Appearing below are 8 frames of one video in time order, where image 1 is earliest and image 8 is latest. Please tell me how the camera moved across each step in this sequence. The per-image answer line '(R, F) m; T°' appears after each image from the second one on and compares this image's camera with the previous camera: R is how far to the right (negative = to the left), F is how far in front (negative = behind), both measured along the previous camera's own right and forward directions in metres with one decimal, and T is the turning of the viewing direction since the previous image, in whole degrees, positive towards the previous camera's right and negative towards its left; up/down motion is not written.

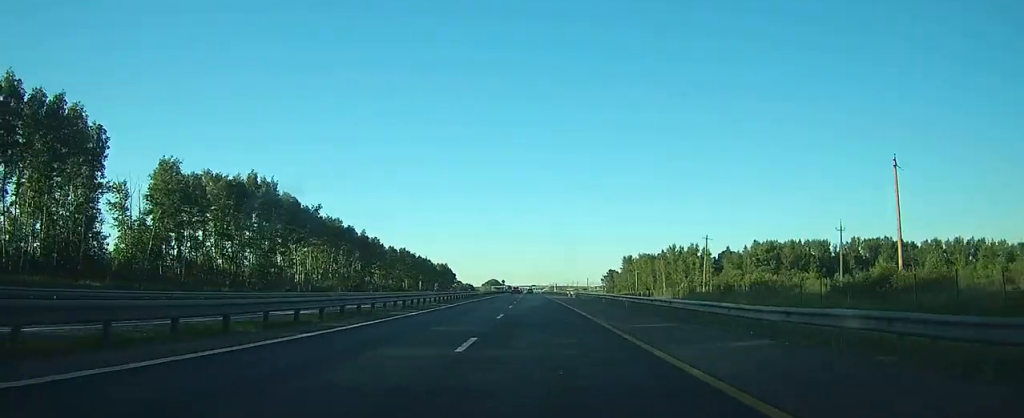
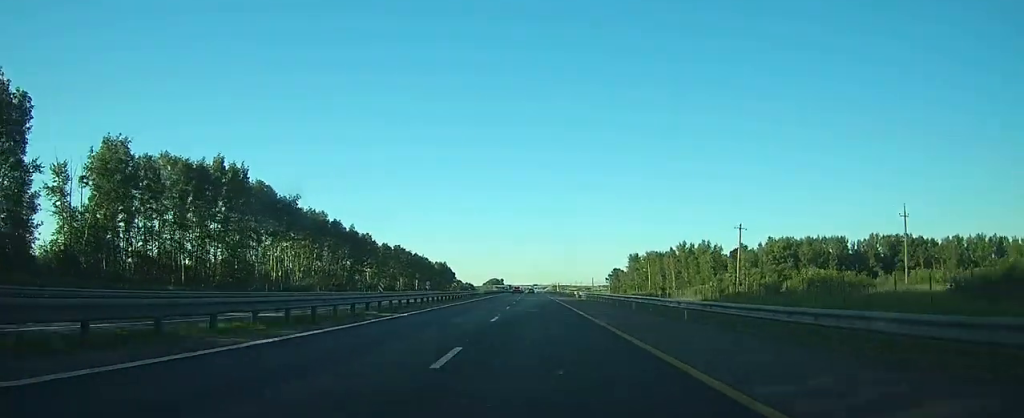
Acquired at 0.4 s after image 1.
(0.0, +14.5) m; 0°
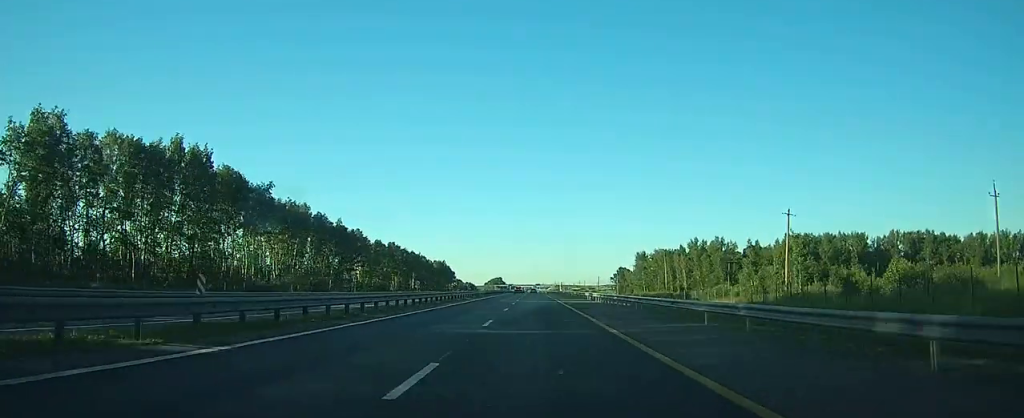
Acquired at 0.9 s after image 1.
(0.0, +14.5) m; 0°
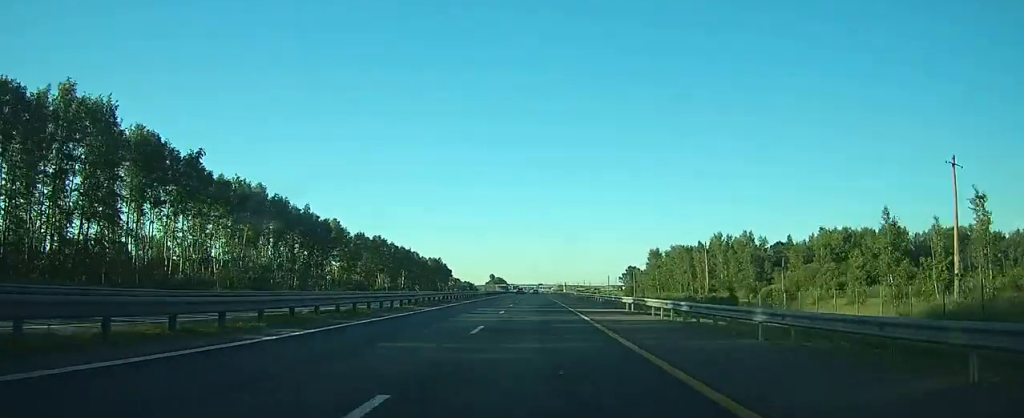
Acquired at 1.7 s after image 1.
(-0.2, +26.7) m; 0°
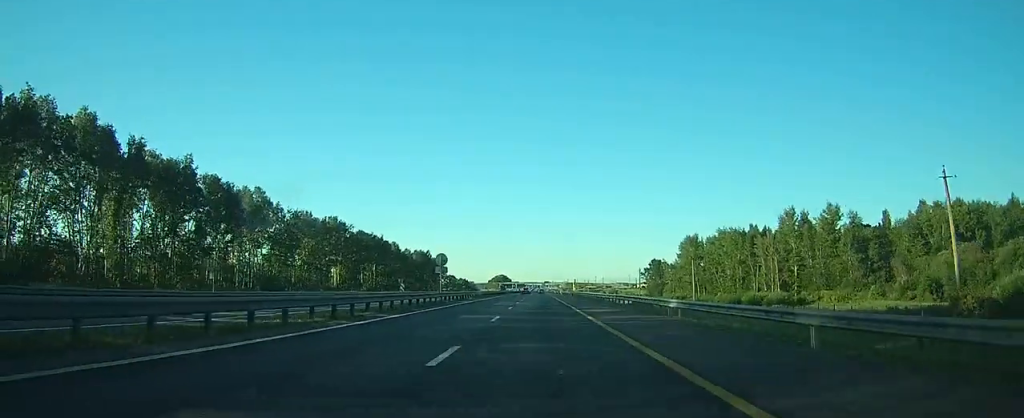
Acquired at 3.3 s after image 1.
(-0.2, +54.7) m; 0°
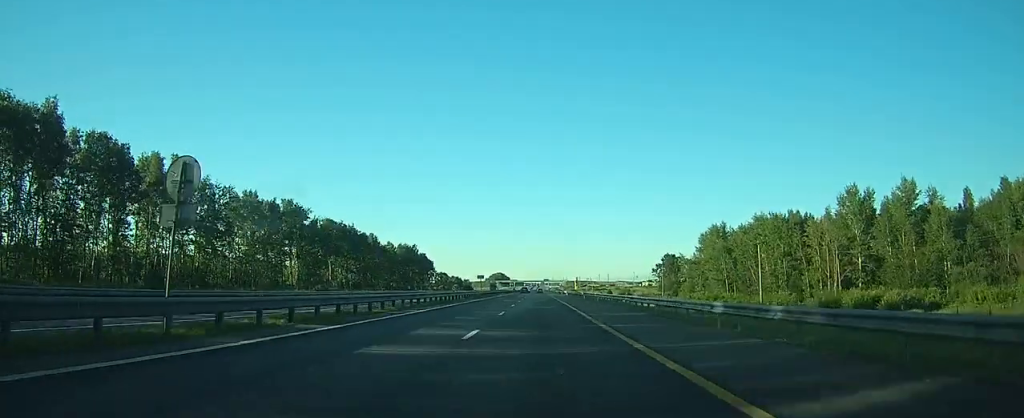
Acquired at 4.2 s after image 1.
(0.0, +31.5) m; 0°
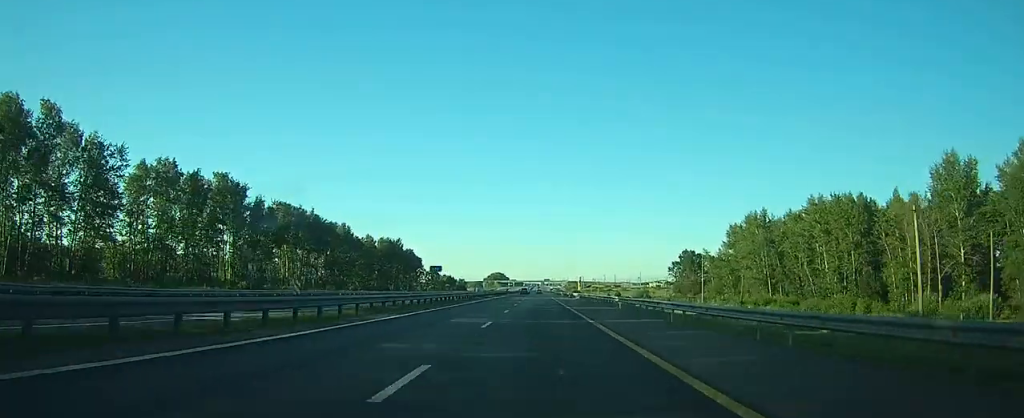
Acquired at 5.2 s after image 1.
(0.0, +31.5) m; 0°
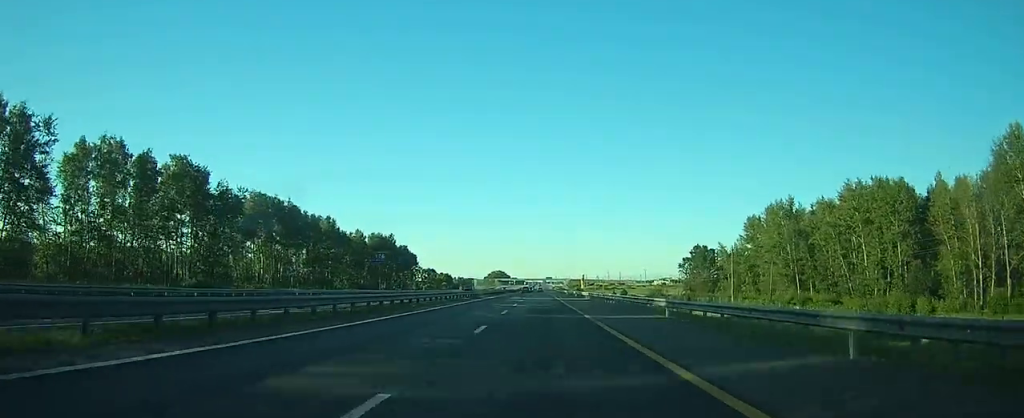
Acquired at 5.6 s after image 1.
(0.0, +14.7) m; 0°
